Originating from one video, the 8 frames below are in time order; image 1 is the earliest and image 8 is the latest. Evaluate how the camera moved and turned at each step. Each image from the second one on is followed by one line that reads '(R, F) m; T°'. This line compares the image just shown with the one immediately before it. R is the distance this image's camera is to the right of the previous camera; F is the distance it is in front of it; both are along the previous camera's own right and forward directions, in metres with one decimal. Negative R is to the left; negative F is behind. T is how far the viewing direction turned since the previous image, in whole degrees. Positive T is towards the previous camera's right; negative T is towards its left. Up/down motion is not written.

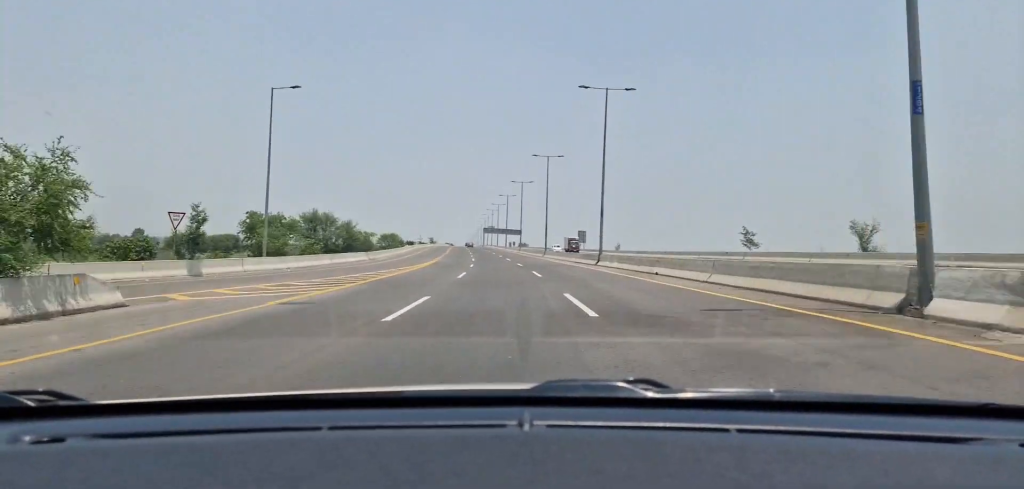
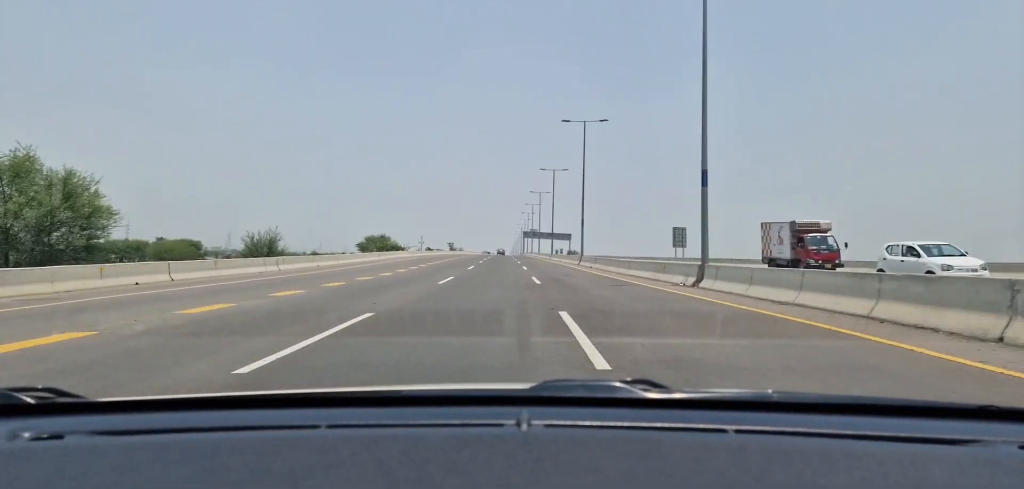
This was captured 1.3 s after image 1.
(-1.9, +58.2) m; -3°
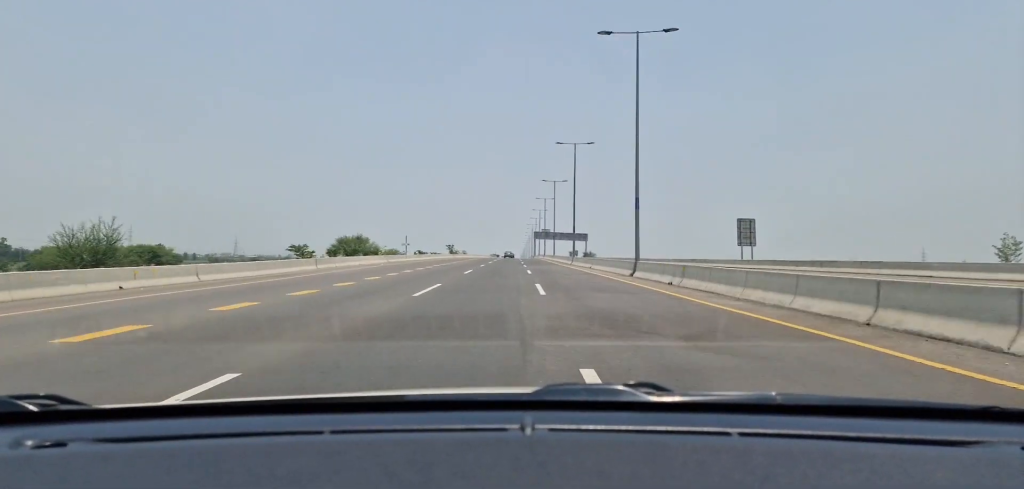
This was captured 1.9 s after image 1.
(-0.1, +23.6) m; -1°
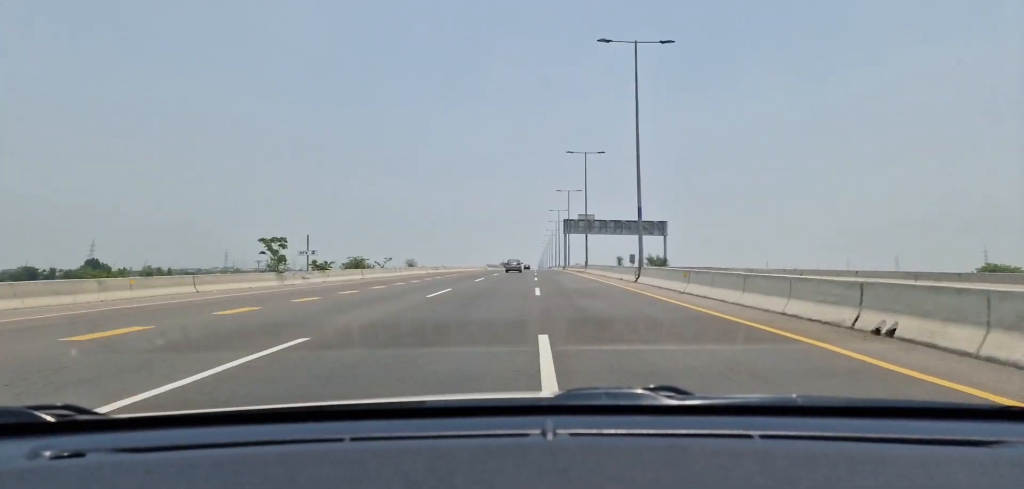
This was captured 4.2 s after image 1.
(+0.1, +103.9) m; +1°
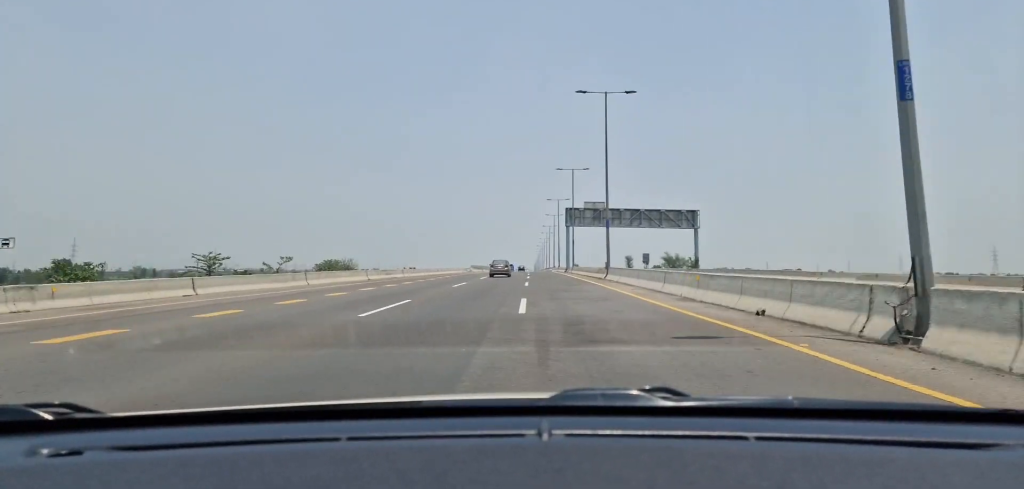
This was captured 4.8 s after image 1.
(0.0, +26.5) m; 0°
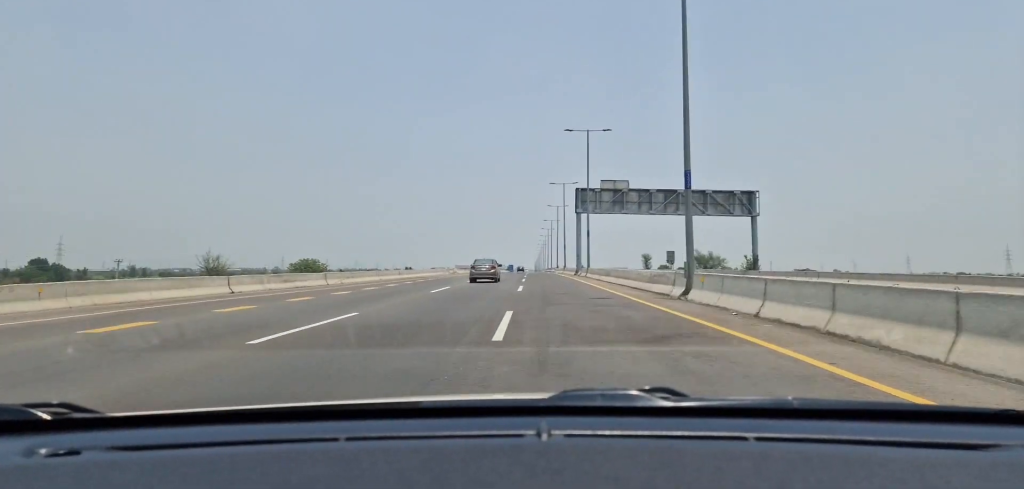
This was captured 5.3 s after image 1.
(0.0, +22.7) m; 0°
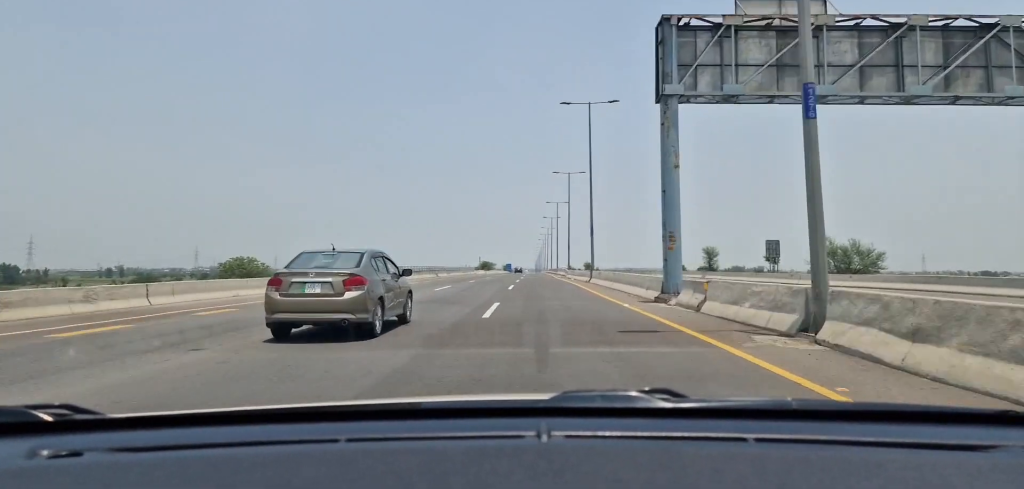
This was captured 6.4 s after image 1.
(0.0, +45.4) m; 0°
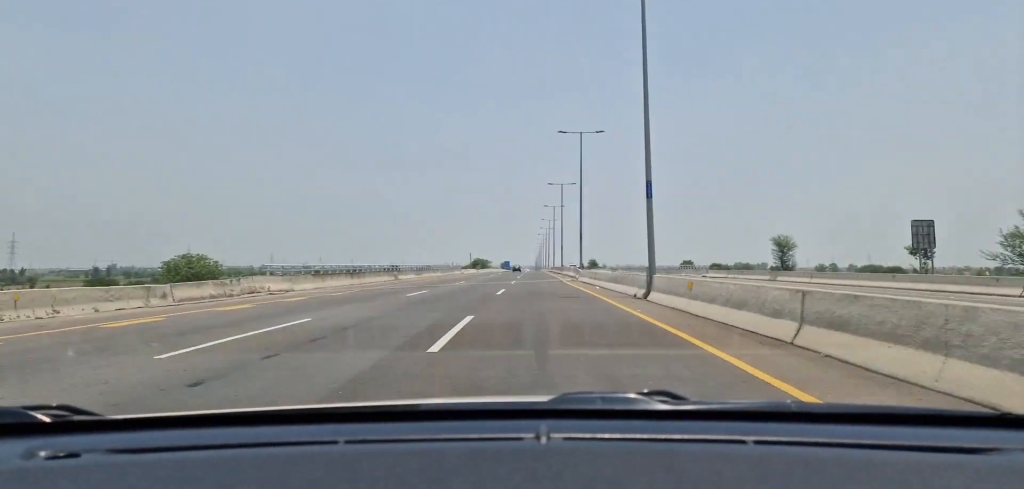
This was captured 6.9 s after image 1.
(-0.1, +22.7) m; 0°
